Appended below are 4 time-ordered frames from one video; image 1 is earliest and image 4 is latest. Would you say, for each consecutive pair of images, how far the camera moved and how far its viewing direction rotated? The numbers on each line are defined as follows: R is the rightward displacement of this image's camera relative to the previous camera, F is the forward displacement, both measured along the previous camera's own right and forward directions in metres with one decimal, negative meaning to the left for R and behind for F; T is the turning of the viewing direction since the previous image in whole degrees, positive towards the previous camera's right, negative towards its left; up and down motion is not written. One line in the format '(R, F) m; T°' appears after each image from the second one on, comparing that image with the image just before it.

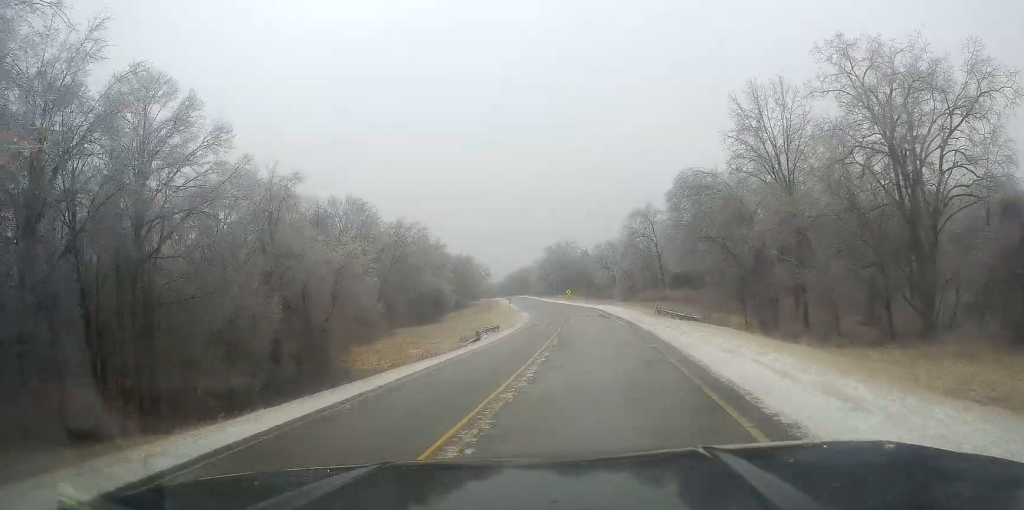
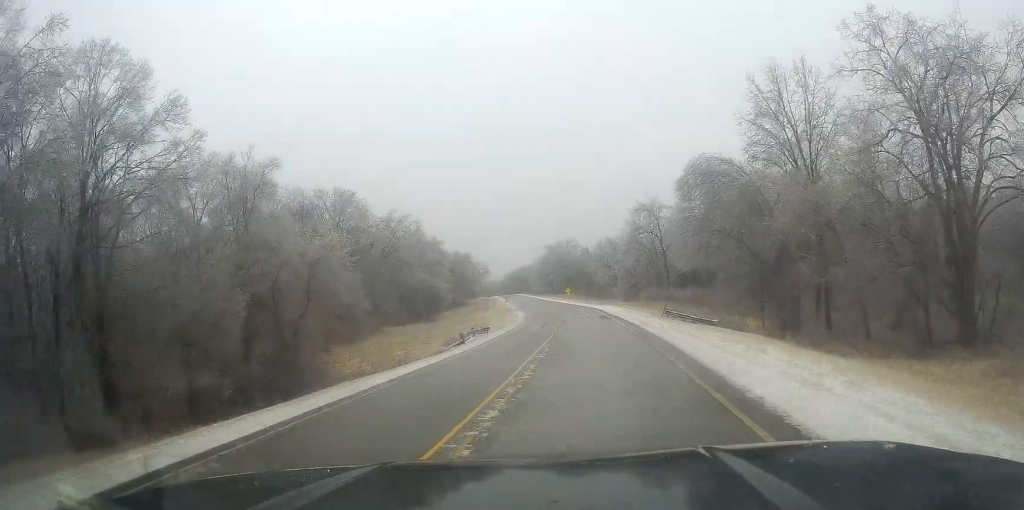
(0.0, +6.1) m; 0°
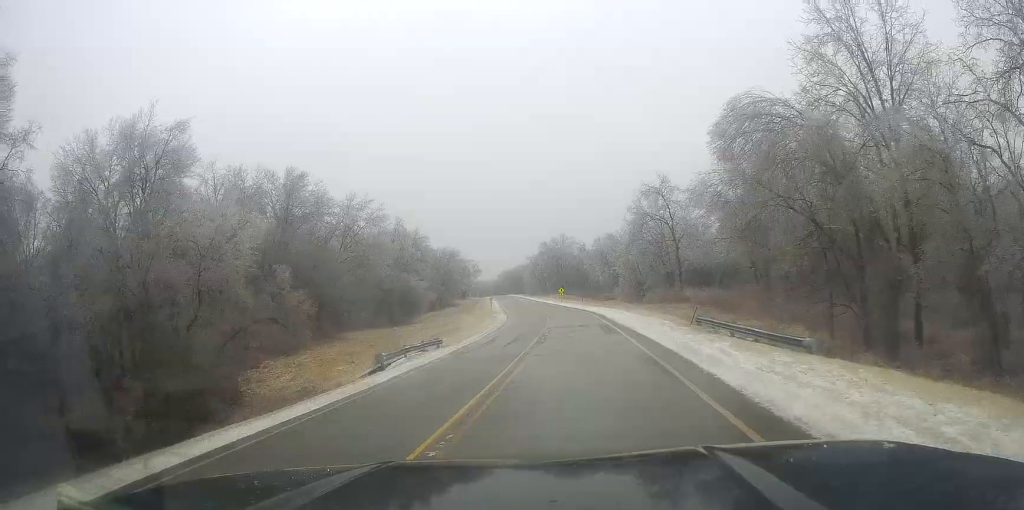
(-0.1, +17.0) m; -1°
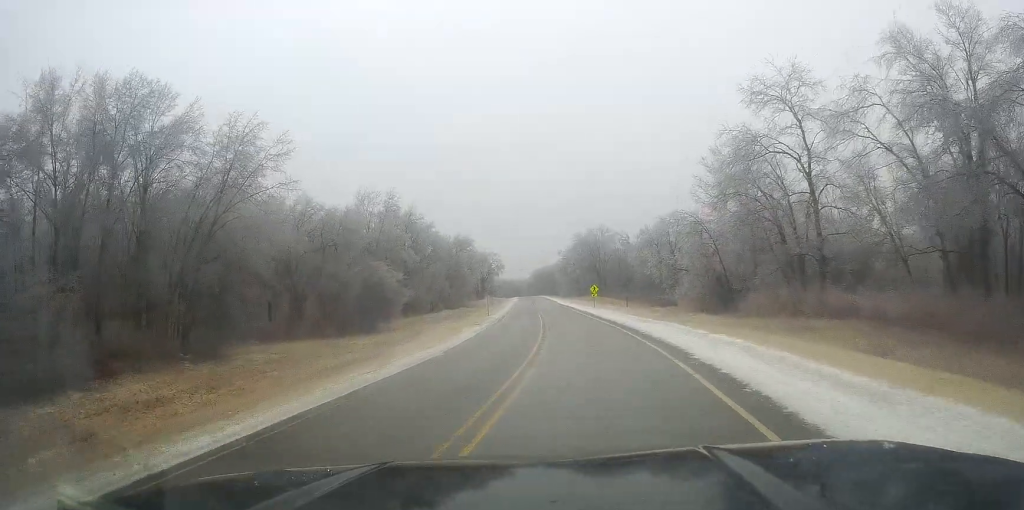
(-0.9, +40.0) m; -2°
